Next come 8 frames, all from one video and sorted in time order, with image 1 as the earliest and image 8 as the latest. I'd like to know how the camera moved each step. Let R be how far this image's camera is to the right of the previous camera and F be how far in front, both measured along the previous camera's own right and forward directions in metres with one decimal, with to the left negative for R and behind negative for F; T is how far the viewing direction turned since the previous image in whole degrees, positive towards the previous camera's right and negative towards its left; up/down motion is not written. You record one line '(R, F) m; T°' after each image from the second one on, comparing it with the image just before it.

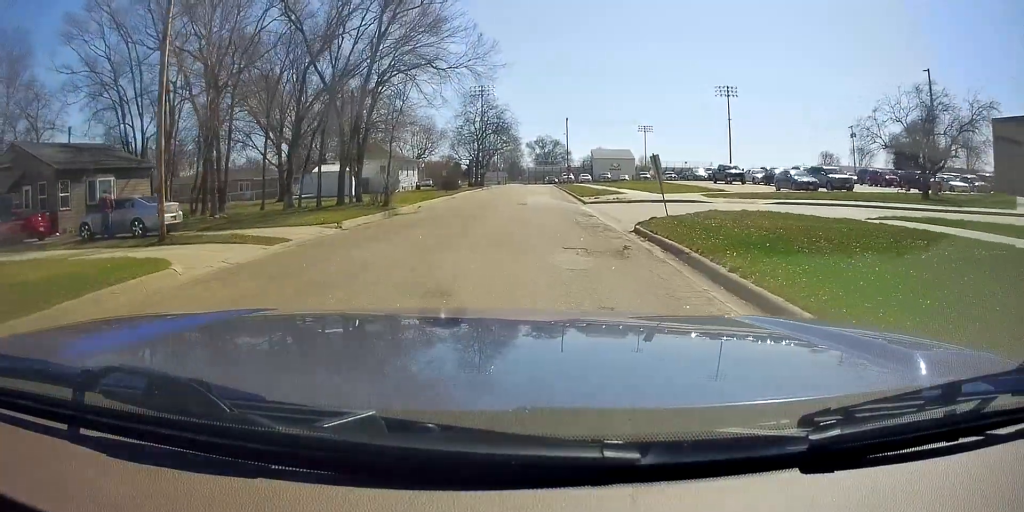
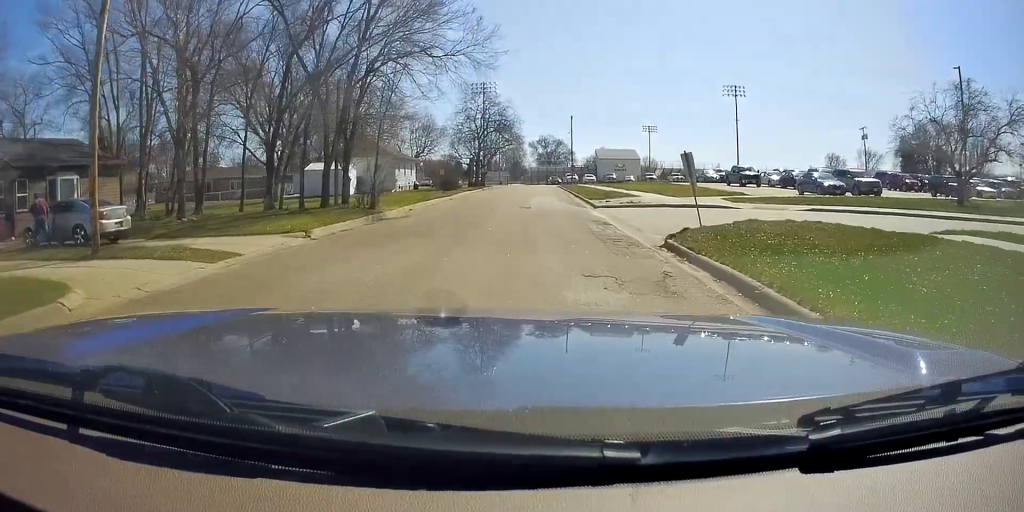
(0.0, +3.5) m; 0°
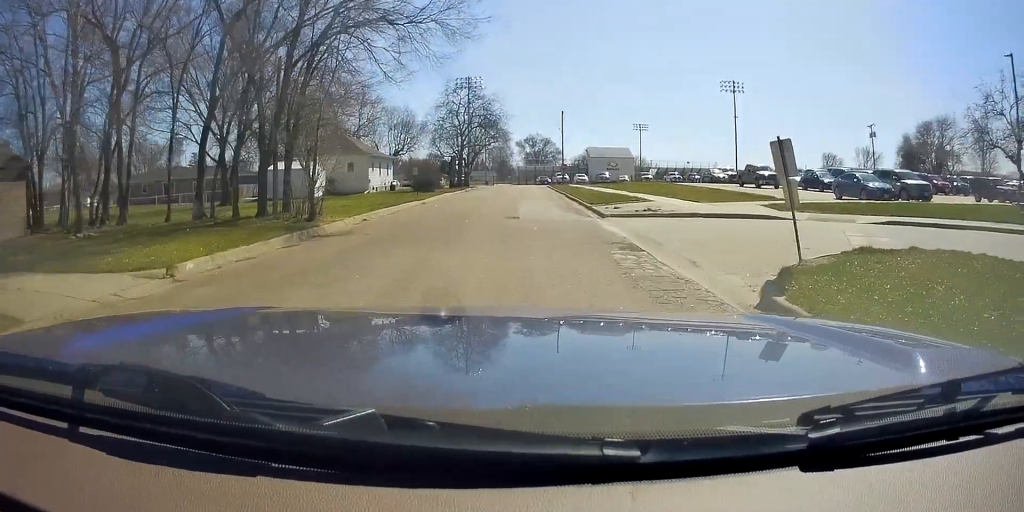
(0.0, +7.0) m; 0°
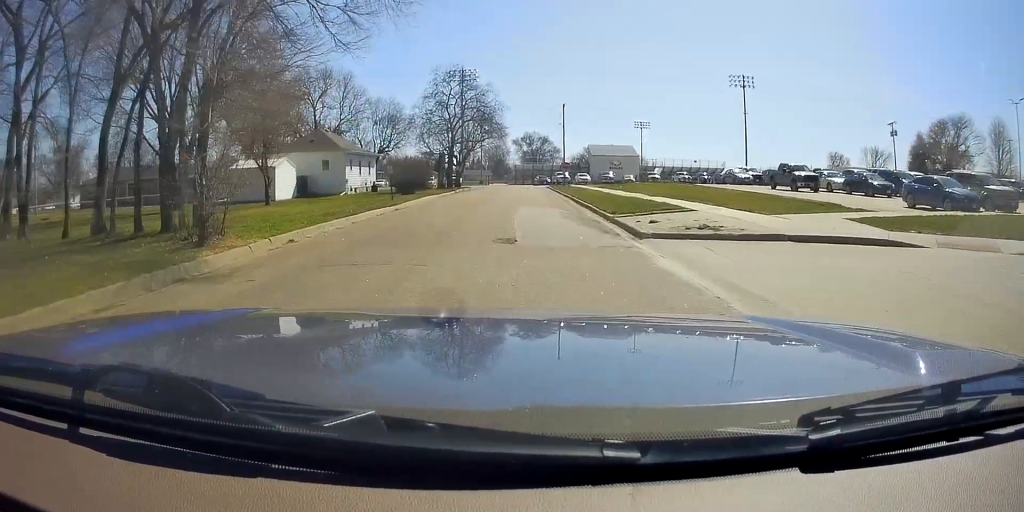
(0.0, +7.5) m; 0°
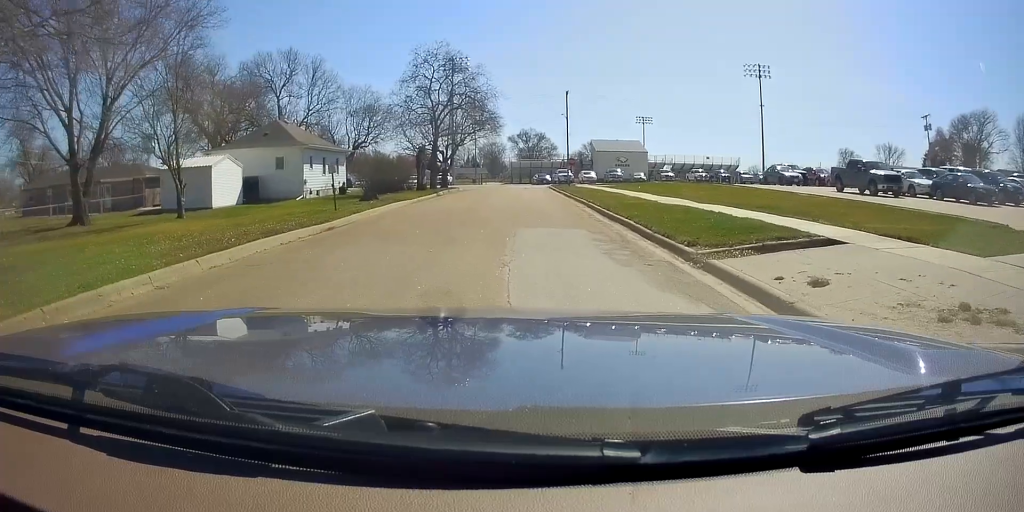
(0.0, +10.3) m; +4°
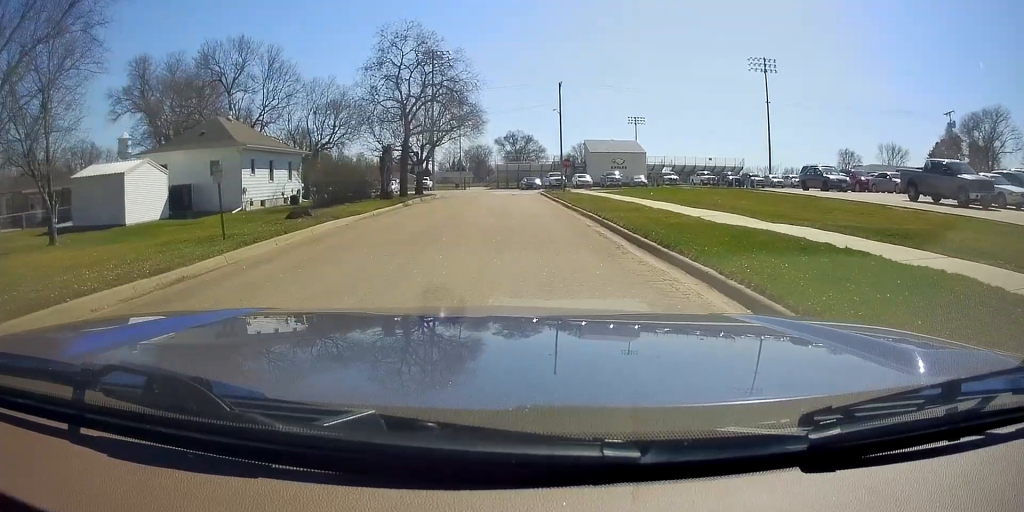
(+0.5, +8.5) m; +1°
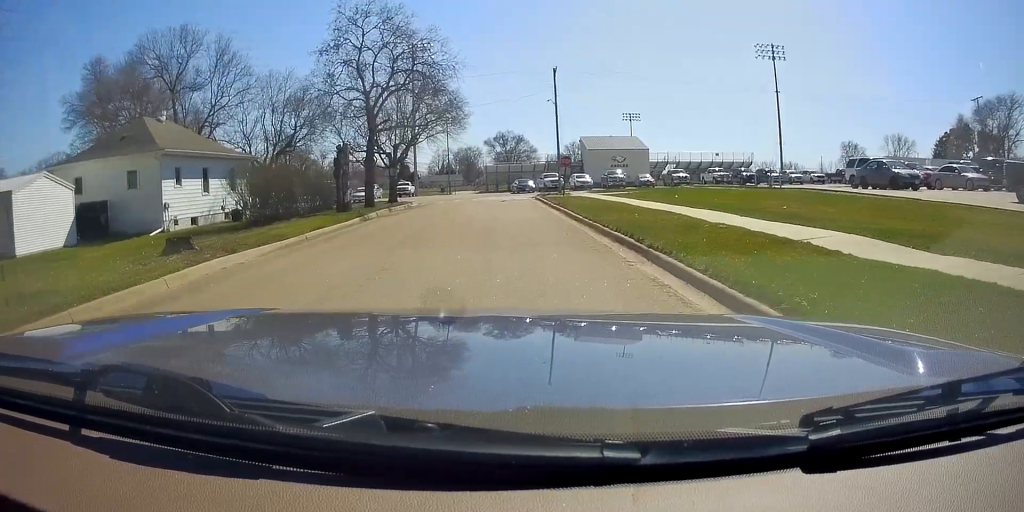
(-0.2, +8.0) m; -3°
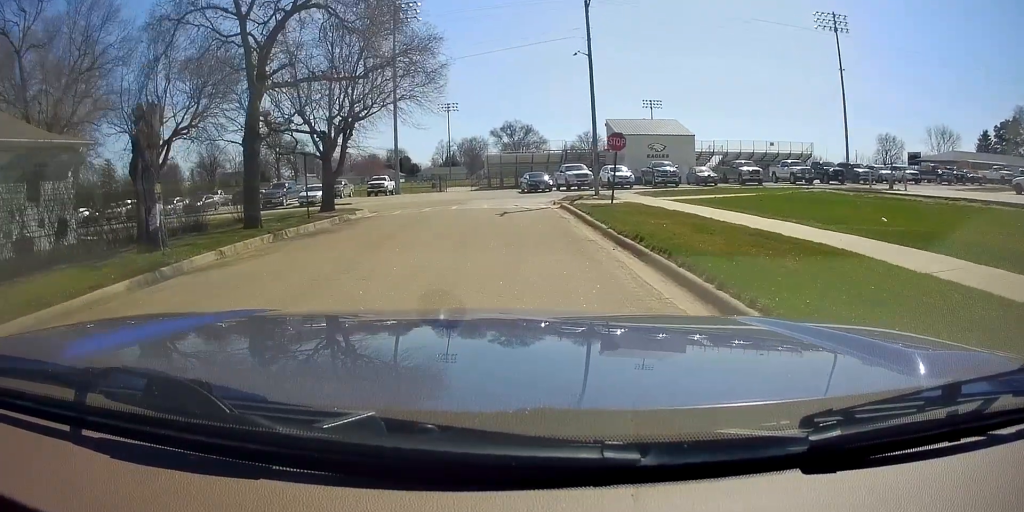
(-0.1, +18.6) m; +1°
